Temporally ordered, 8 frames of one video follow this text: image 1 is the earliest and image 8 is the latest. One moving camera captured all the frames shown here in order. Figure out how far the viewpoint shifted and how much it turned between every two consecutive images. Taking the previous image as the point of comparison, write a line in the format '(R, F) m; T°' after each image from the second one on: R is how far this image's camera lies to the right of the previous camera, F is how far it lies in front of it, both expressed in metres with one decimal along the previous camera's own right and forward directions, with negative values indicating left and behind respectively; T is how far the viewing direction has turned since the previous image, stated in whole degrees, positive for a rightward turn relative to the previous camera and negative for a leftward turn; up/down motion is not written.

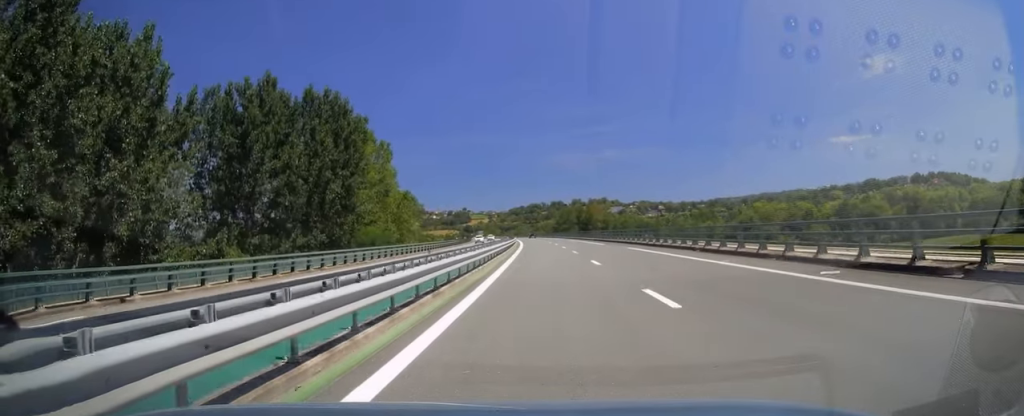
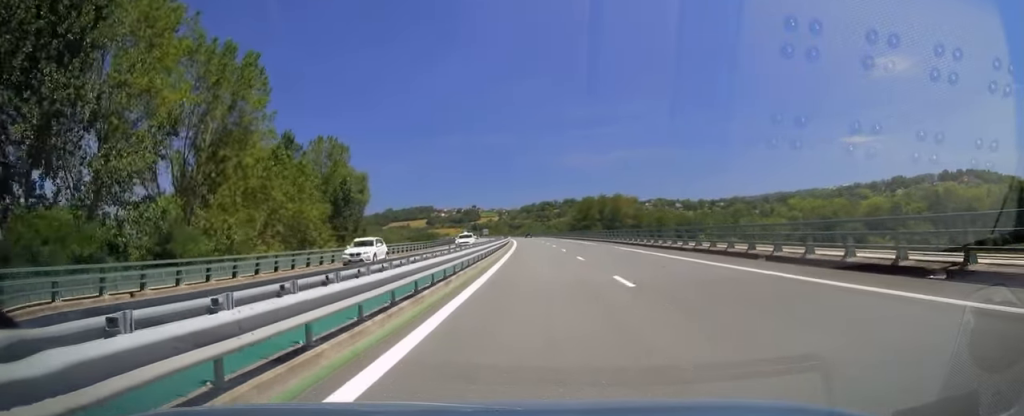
(-0.6, +49.2) m; -1°
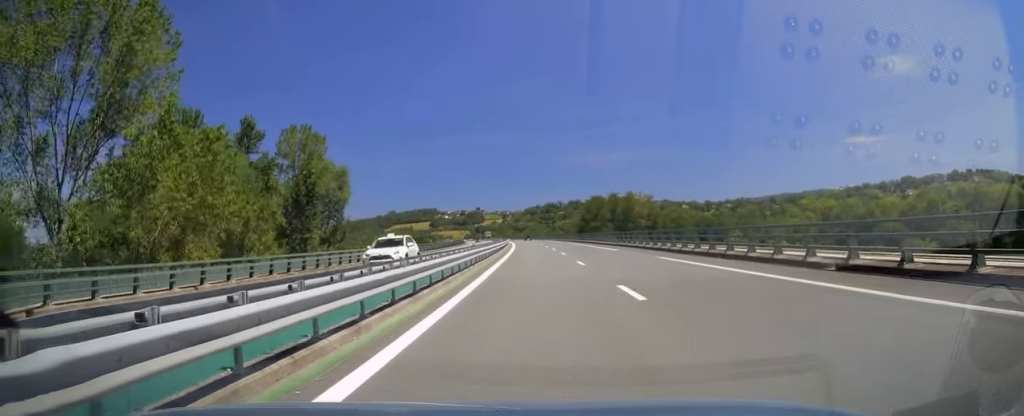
(-0.1, +15.4) m; 0°
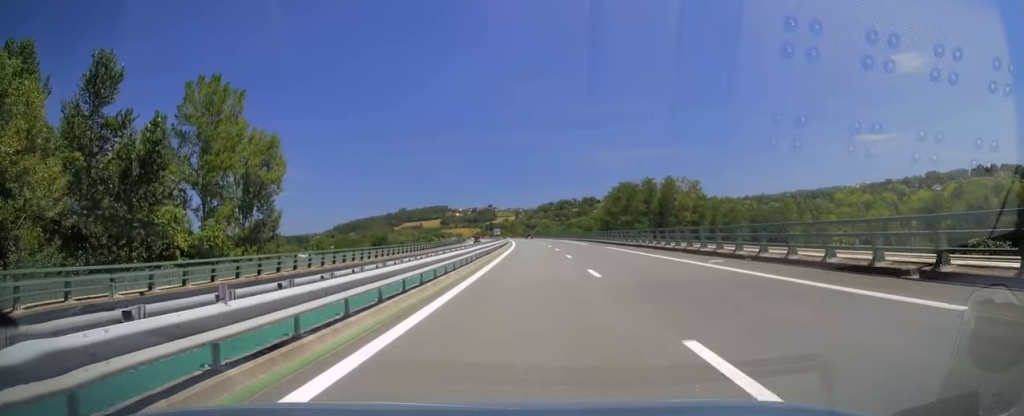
(-0.1, +33.9) m; -1°
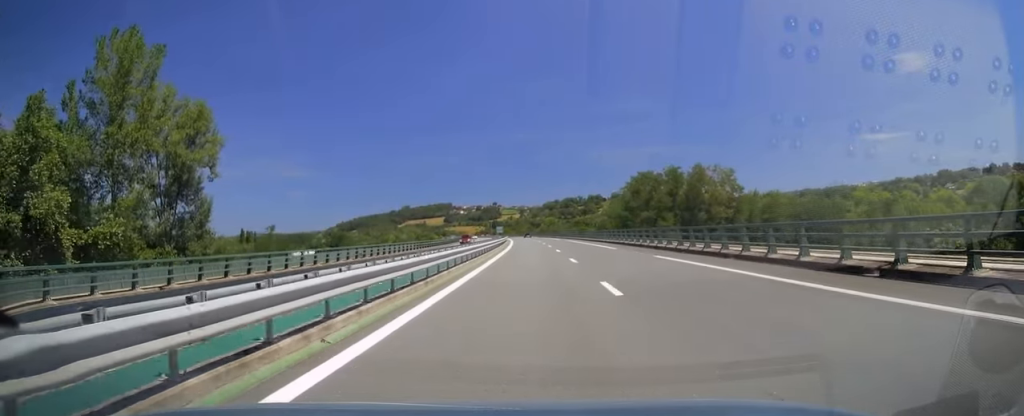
(+0.1, +18.5) m; -1°
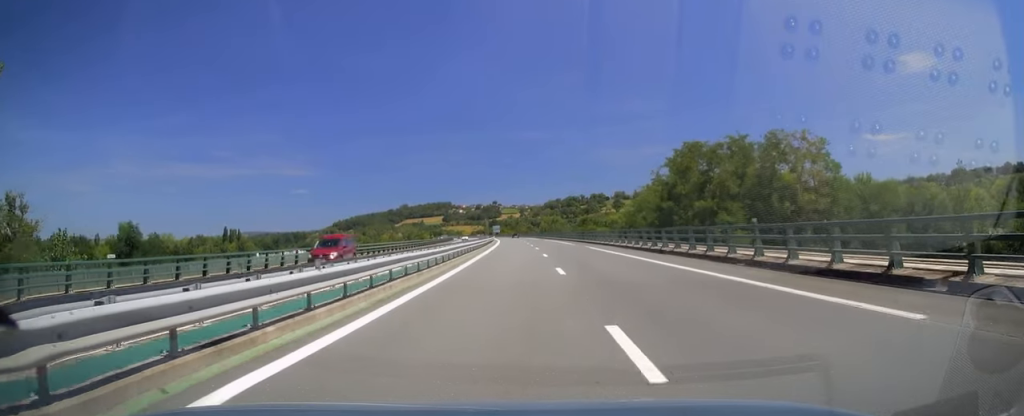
(-0.6, +33.3) m; -2°
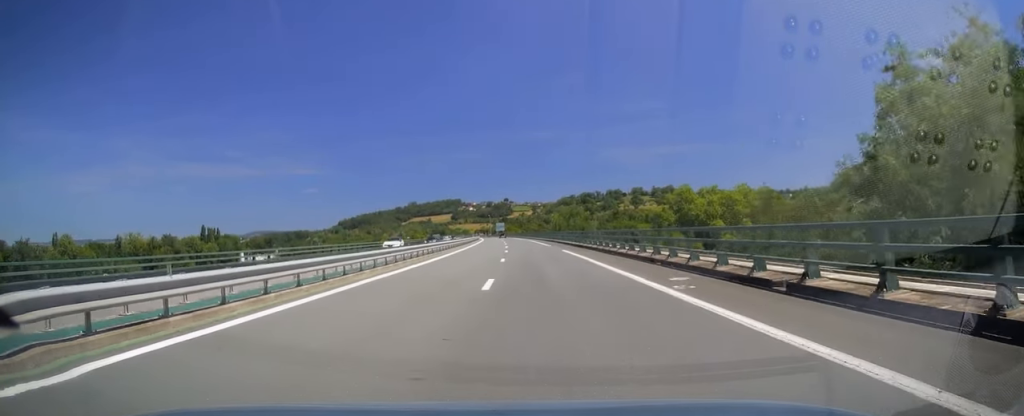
(-2.2, +58.1) m; -4°
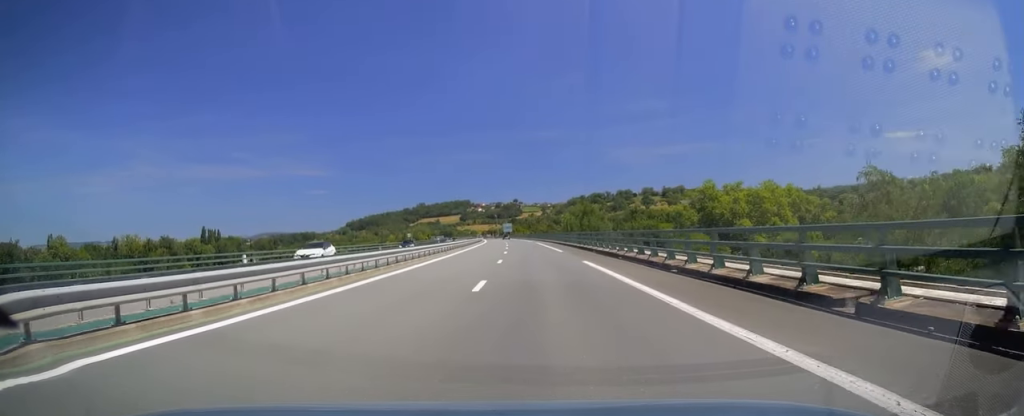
(0.0, +13.1) m; 0°
